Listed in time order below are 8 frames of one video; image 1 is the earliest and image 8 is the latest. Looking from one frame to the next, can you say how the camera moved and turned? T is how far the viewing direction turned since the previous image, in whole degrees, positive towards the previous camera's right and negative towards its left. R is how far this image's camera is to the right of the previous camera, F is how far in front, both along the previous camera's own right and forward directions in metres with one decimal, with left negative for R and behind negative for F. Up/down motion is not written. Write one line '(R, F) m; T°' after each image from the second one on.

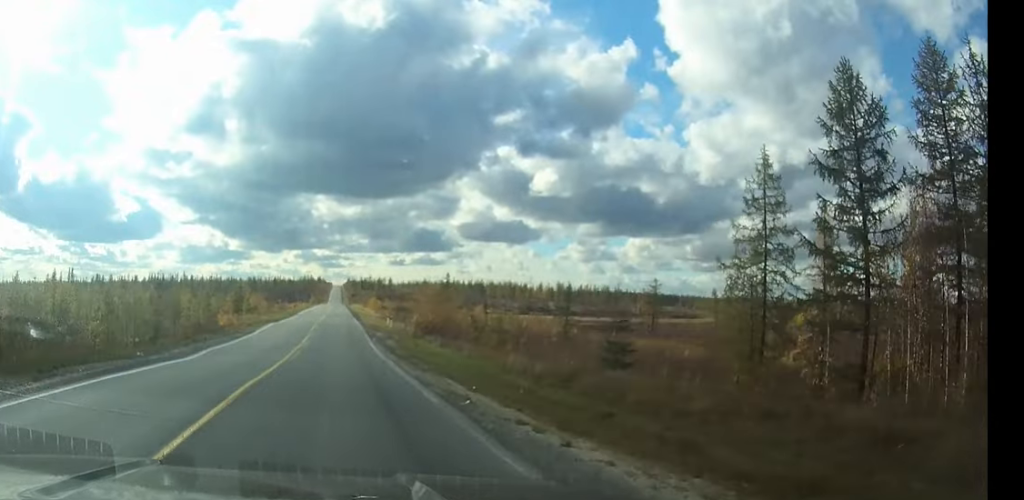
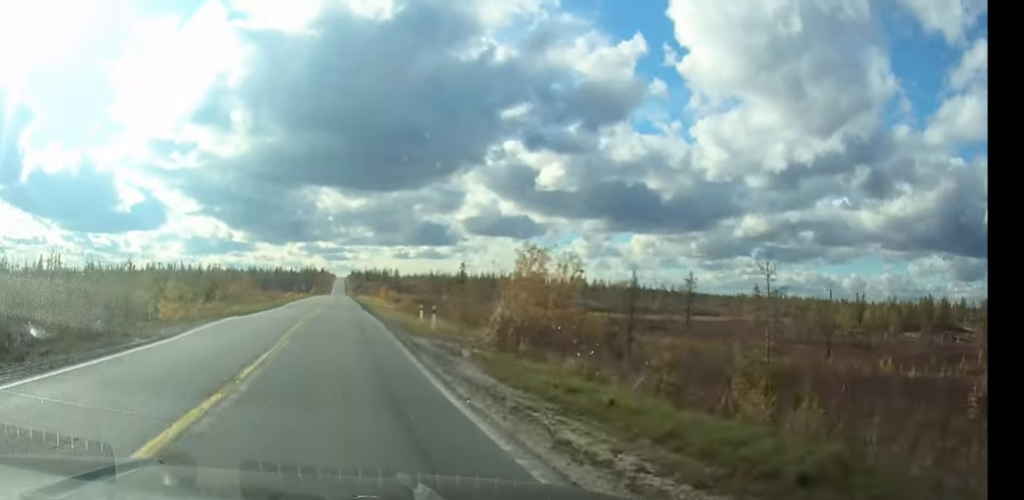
(0.0, +23.2) m; 0°
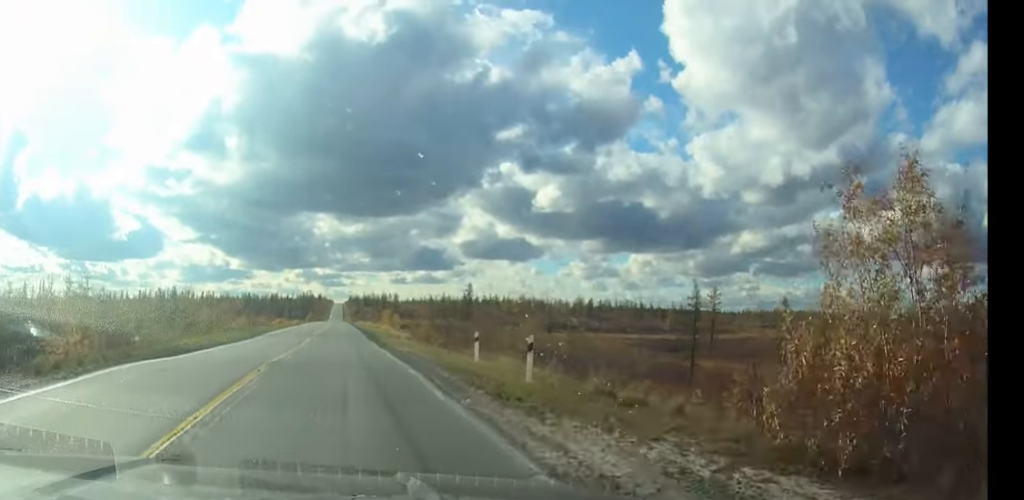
(0.0, +16.8) m; 0°
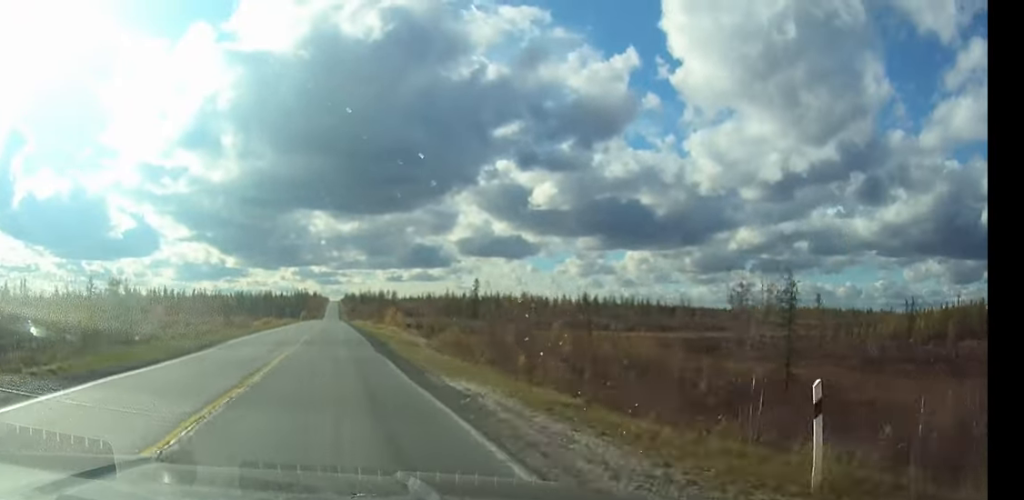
(0.0, +17.9) m; 0°
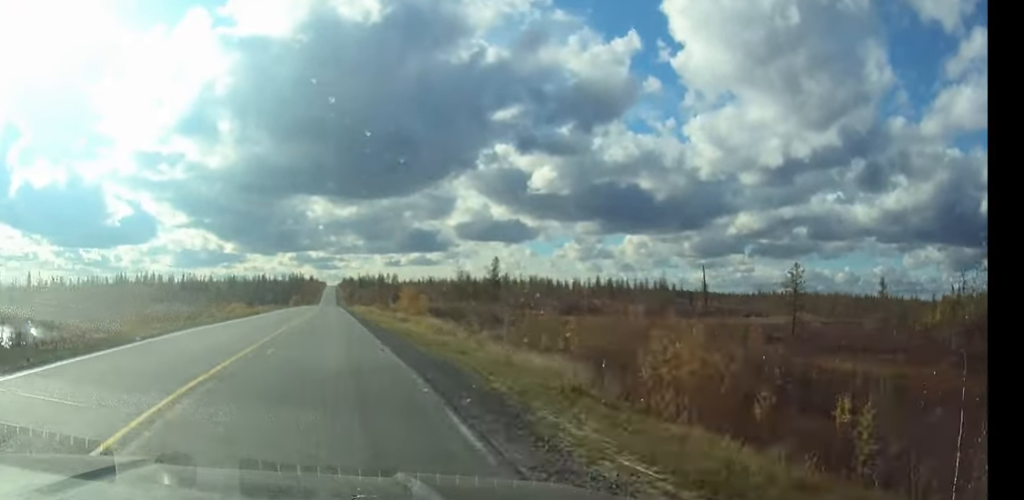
(0.0, +28.1) m; 0°
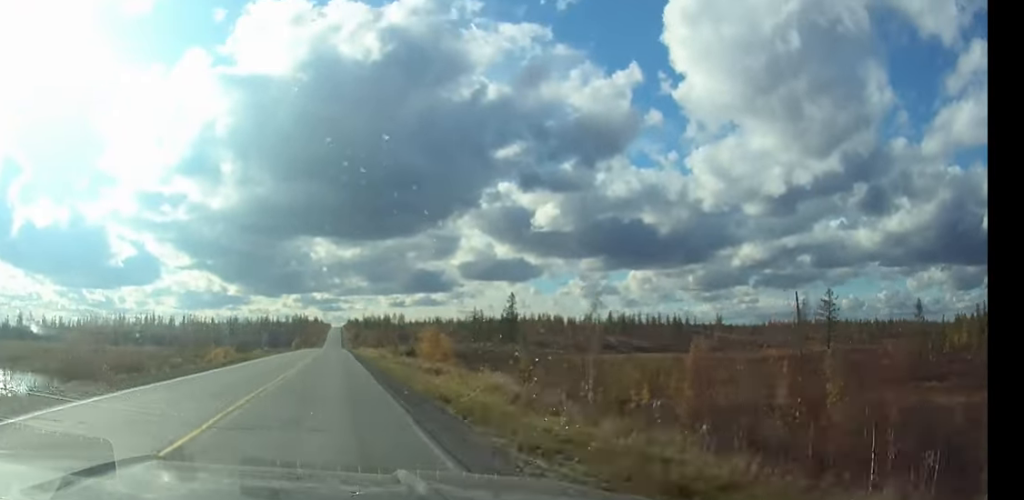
(0.0, +12.8) m; 0°
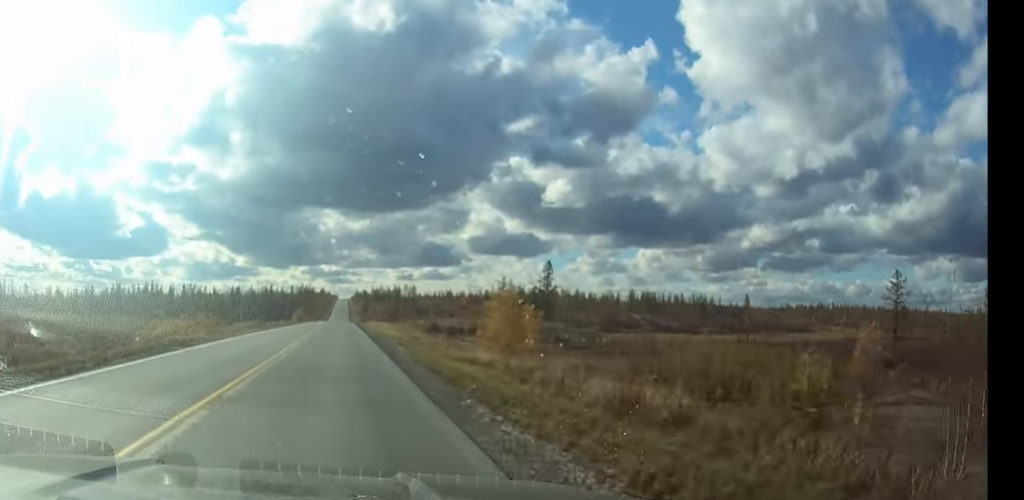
(-0.1, +21.7) m; 0°
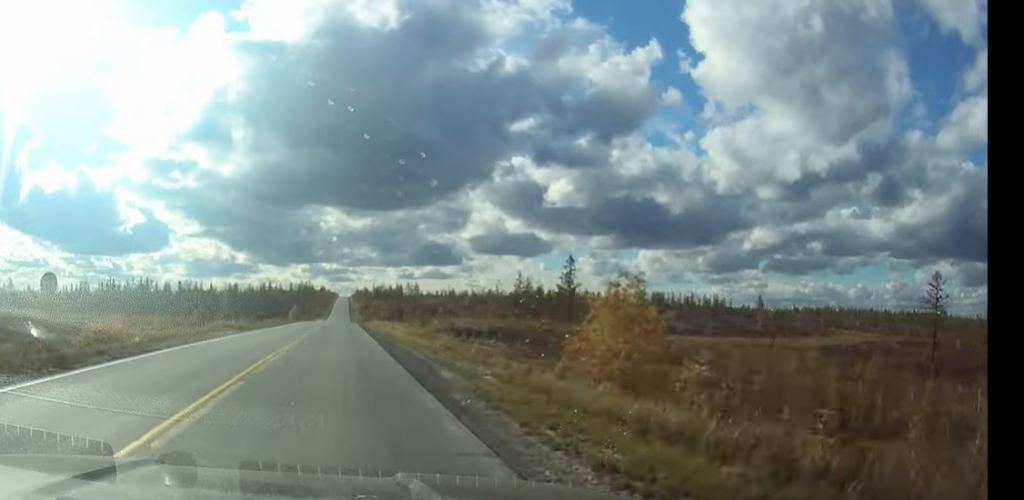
(0.0, +12.2) m; 0°
